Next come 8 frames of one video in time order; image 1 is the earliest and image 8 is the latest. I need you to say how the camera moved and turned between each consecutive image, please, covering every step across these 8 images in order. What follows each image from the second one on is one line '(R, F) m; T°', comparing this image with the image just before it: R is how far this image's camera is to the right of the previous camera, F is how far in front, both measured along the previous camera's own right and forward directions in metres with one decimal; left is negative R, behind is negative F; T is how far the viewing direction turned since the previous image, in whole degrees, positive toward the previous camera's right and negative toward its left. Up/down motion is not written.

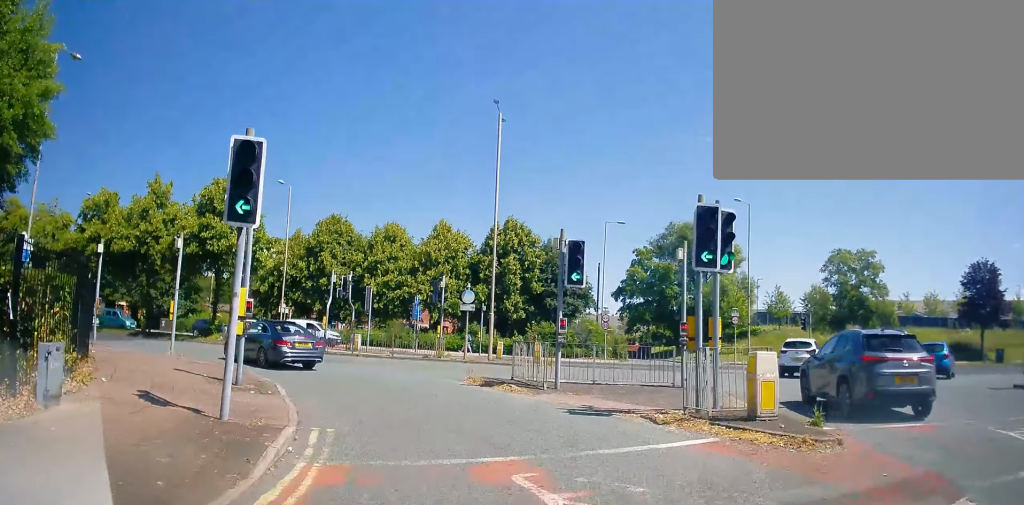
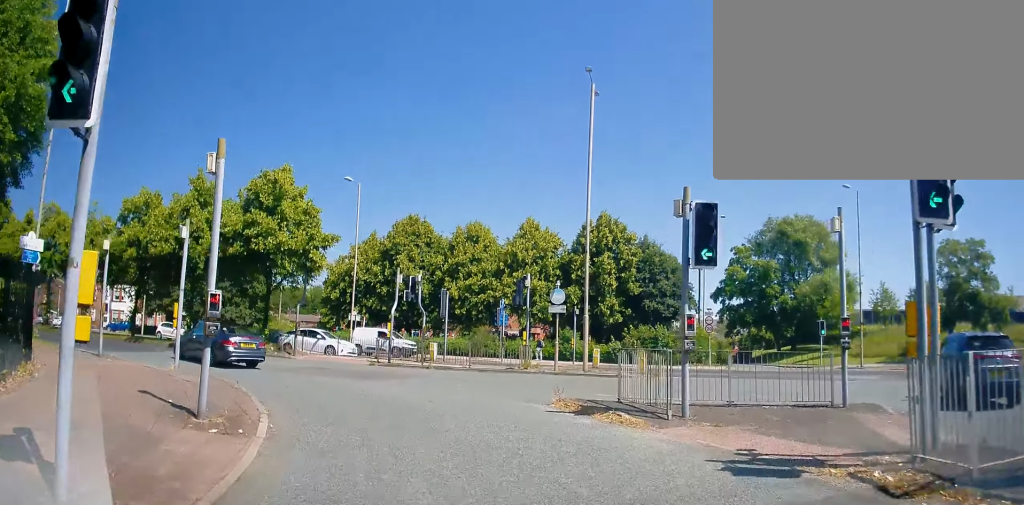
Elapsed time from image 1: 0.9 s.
(-0.3, +4.0) m; -9°
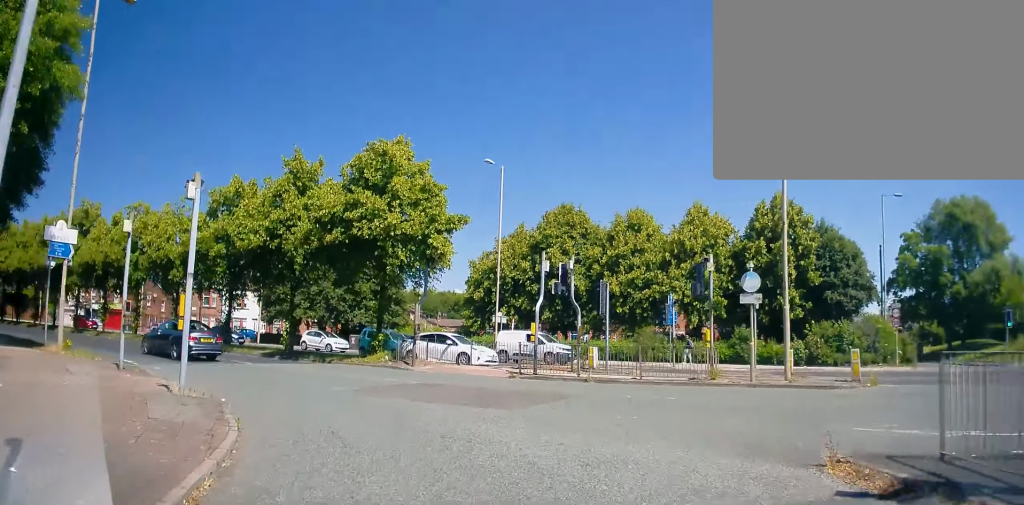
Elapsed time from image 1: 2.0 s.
(-0.7, +5.5) m; -22°
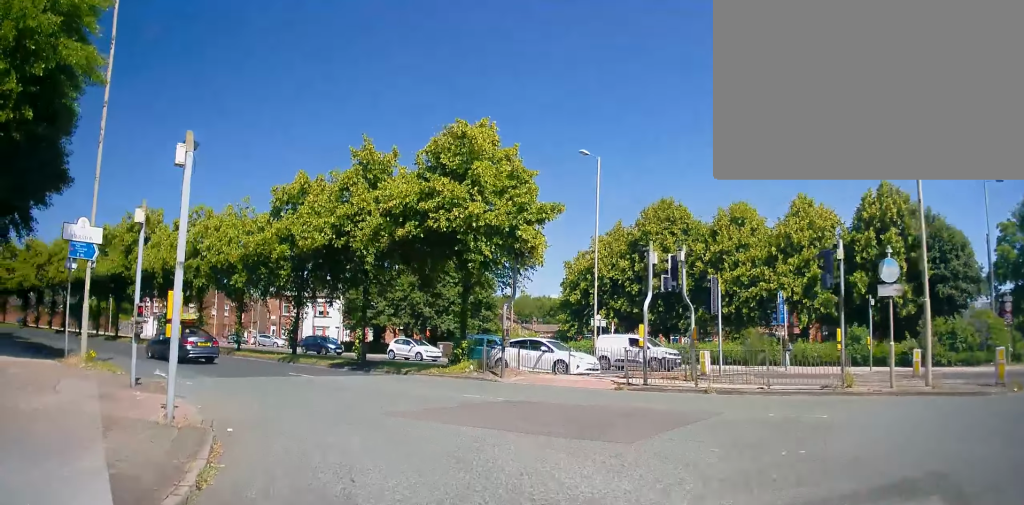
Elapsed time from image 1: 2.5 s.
(-0.7, +2.9) m; -8°
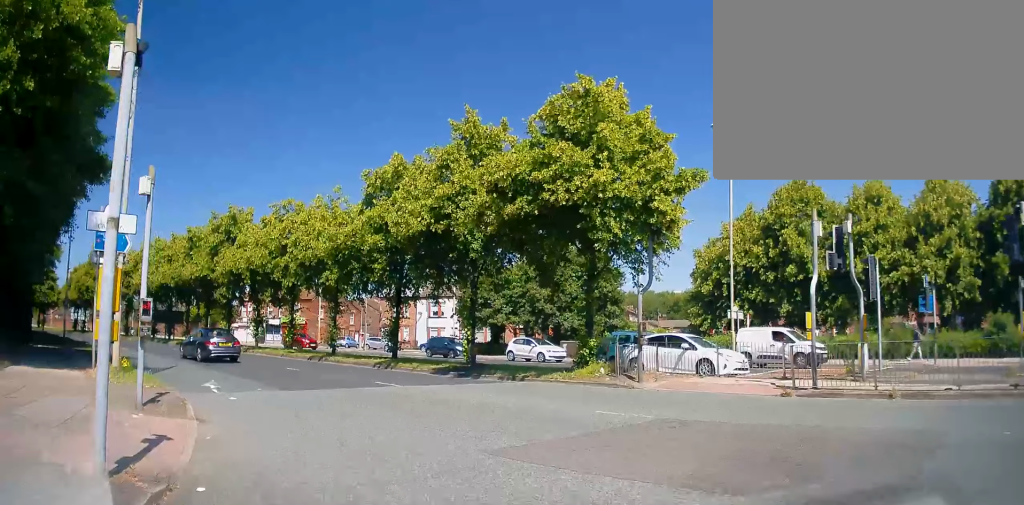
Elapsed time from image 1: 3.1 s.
(-0.3, +3.4) m; -9°
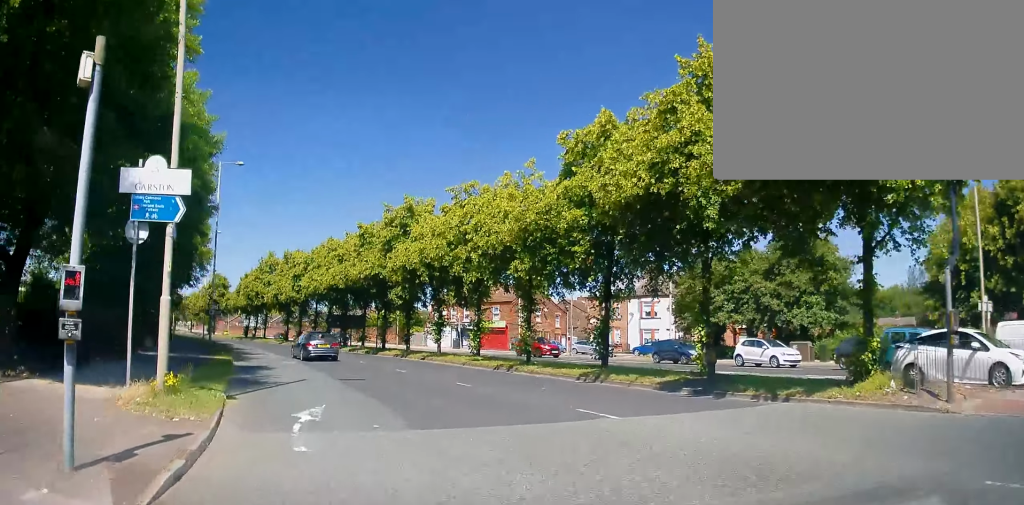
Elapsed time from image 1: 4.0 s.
(-0.2, +5.2) m; -15°
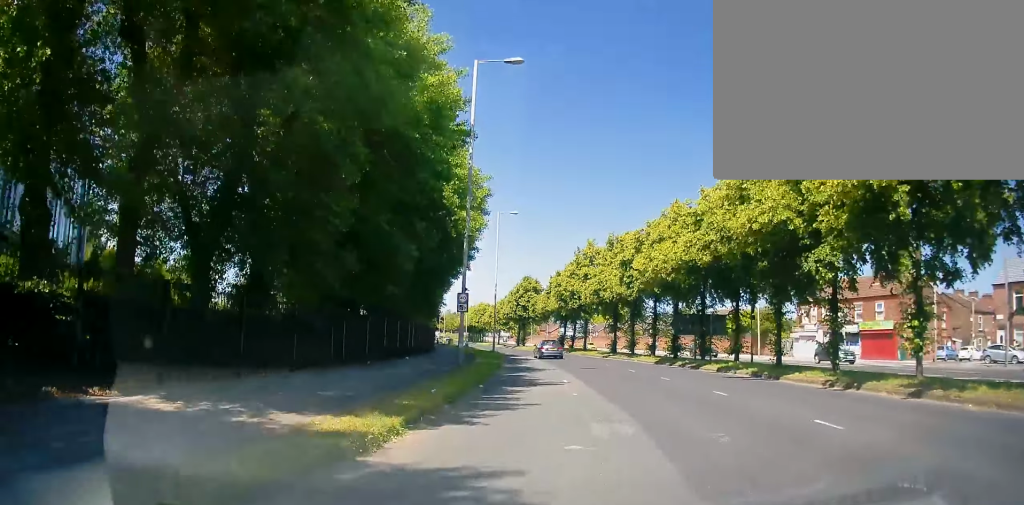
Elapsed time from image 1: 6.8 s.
(-6.7, +16.6) m; -31°
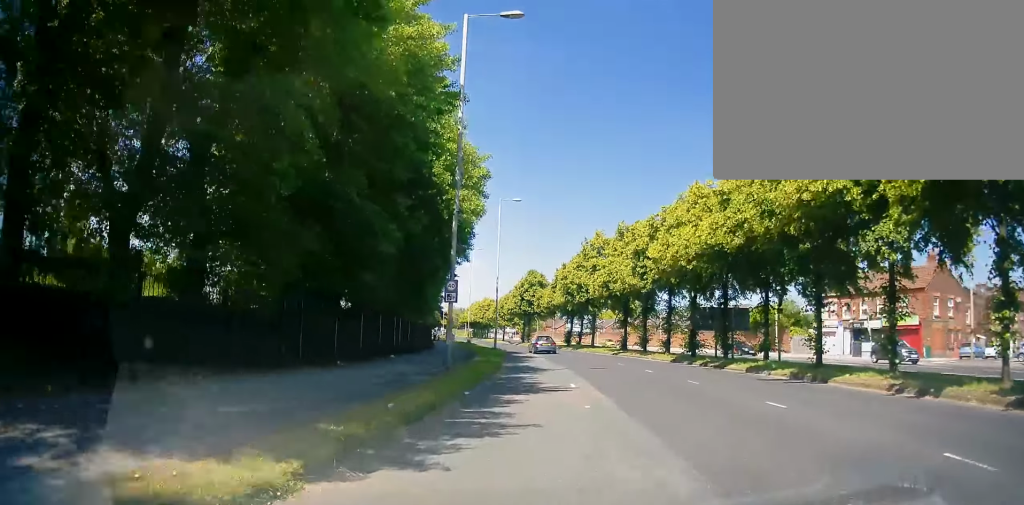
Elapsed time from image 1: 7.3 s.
(-0.2, +3.5) m; -1°
